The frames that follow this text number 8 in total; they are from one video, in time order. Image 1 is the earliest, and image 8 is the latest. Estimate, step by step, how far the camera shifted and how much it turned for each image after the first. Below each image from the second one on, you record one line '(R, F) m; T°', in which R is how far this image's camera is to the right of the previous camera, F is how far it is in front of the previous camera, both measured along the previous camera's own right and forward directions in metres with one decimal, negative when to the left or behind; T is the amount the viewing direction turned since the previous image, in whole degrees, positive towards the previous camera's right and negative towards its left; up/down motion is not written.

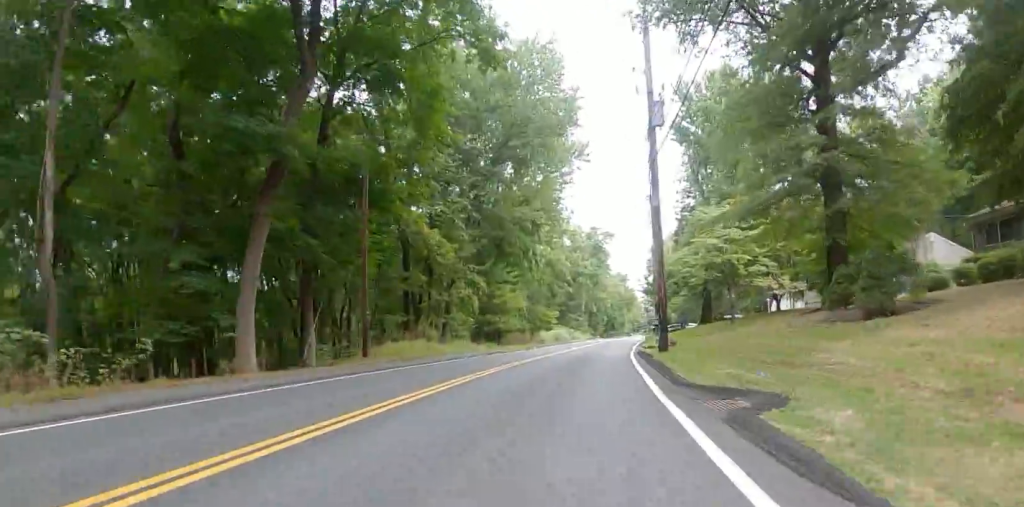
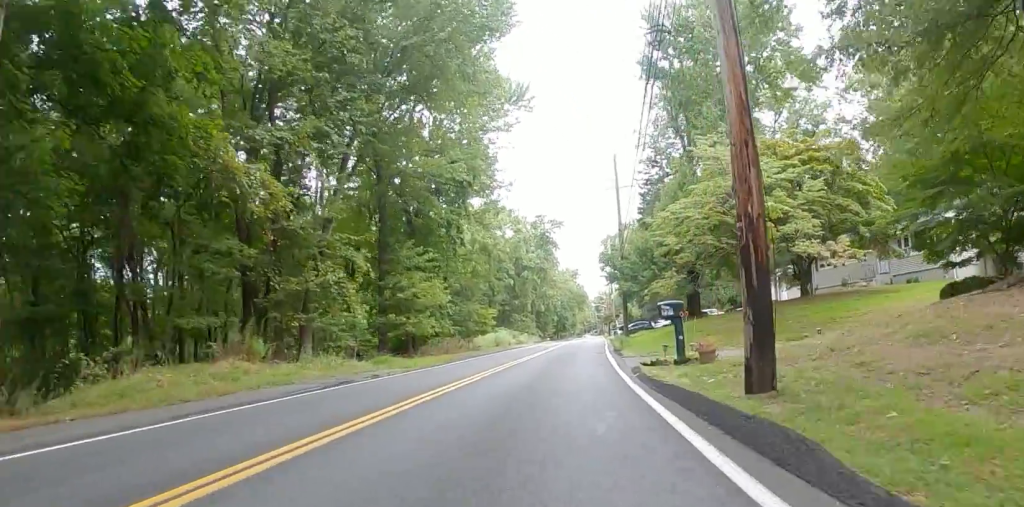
(0.0, +12.8) m; 0°
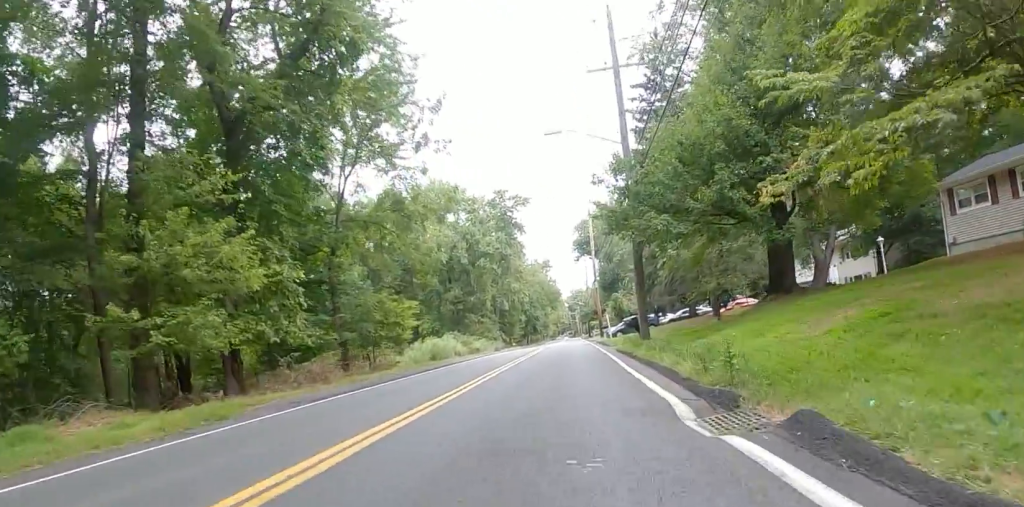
(-0.2, +18.8) m; 0°
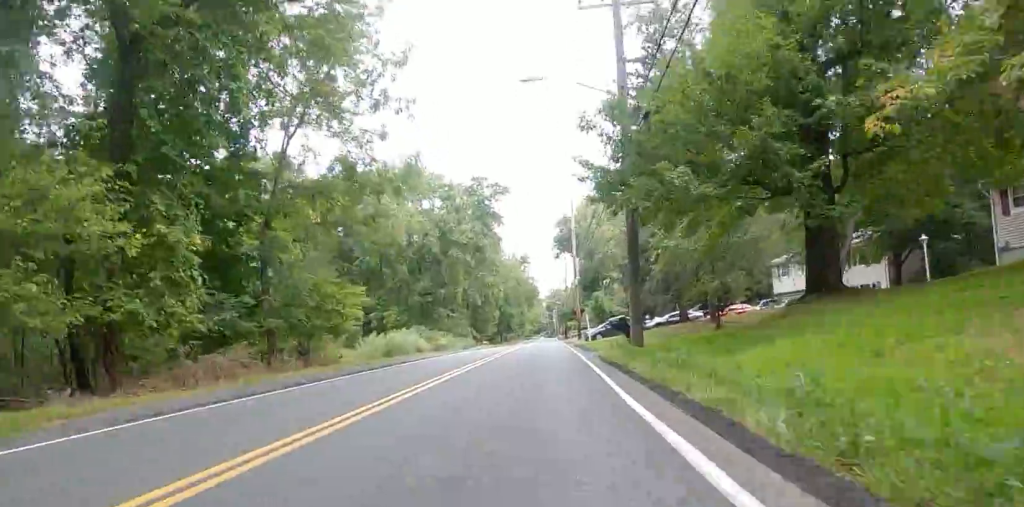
(0.0, +4.7) m; +2°
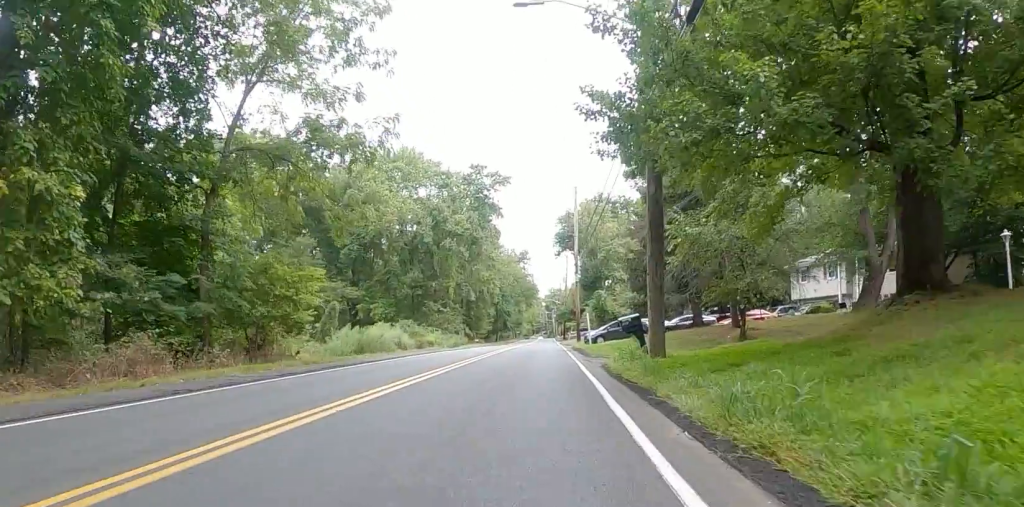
(+0.2, +4.2) m; +2°
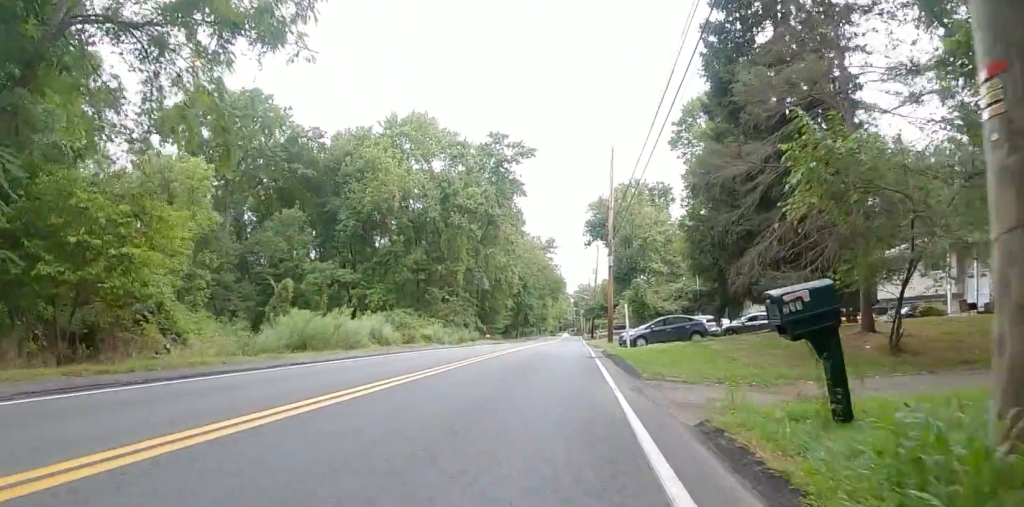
(+0.2, +10.0) m; +2°
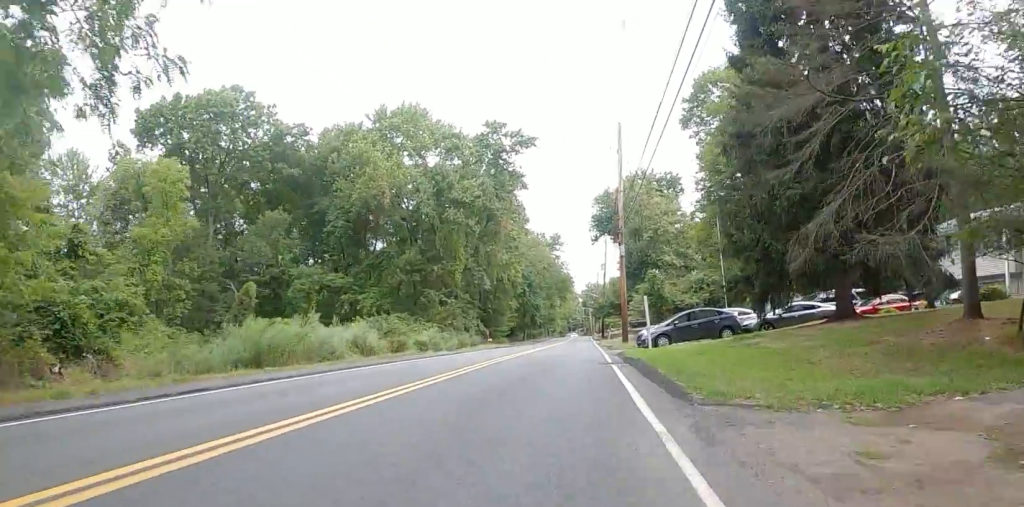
(0.0, +4.5) m; 0°
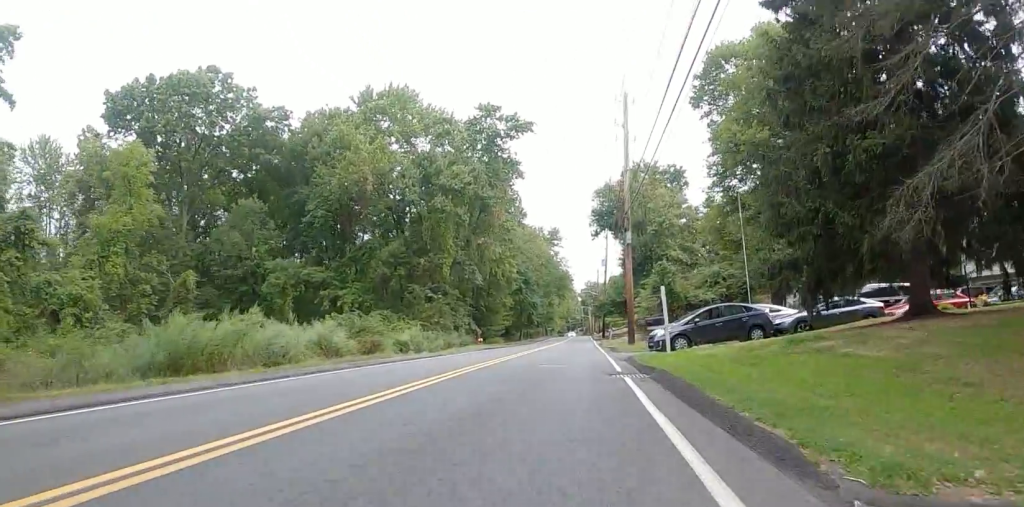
(0.0, +4.5) m; 0°
